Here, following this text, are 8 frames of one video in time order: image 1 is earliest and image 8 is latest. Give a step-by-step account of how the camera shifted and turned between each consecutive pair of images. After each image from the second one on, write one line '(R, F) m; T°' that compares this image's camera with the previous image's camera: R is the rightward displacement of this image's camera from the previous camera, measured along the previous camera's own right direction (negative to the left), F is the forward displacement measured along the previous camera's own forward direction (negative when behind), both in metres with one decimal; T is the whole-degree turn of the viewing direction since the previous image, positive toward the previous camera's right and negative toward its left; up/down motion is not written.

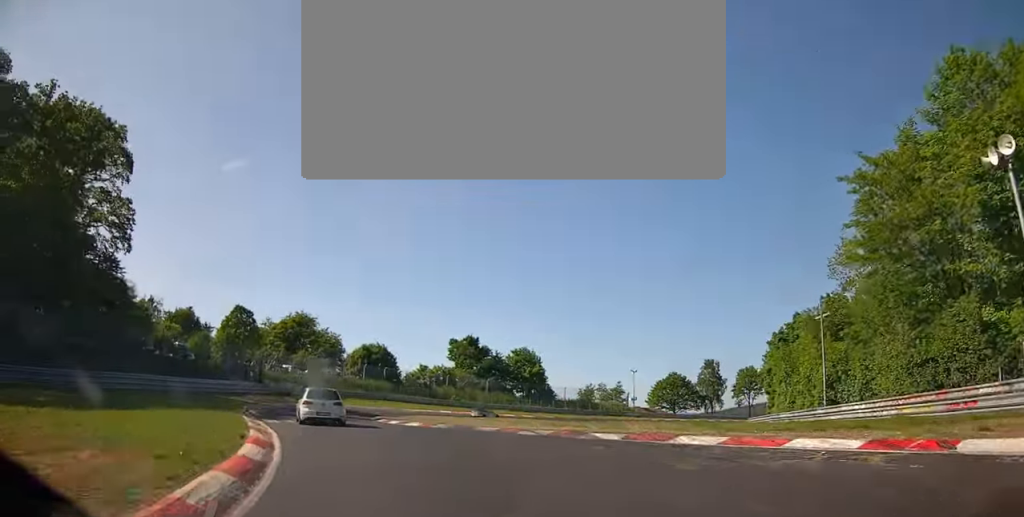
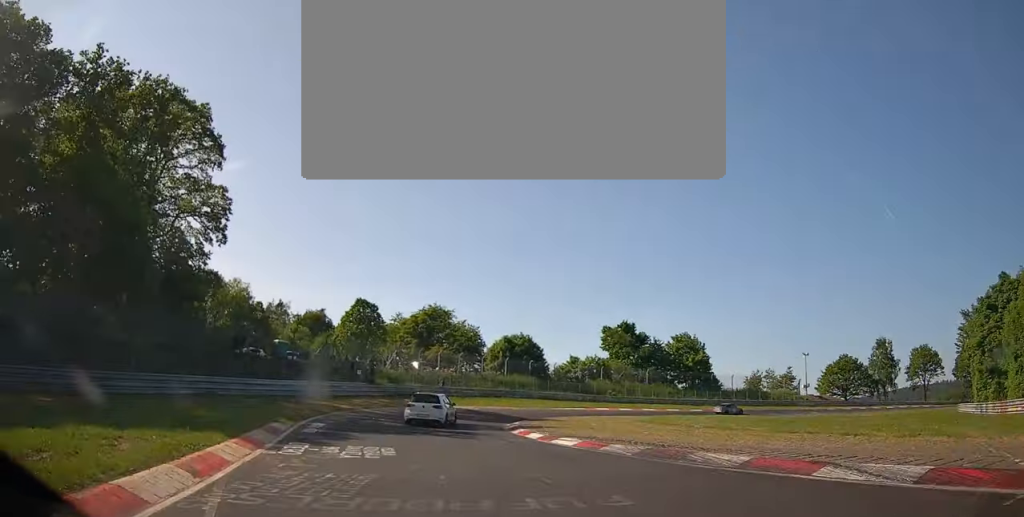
(-1.1, +11.5) m; -5°
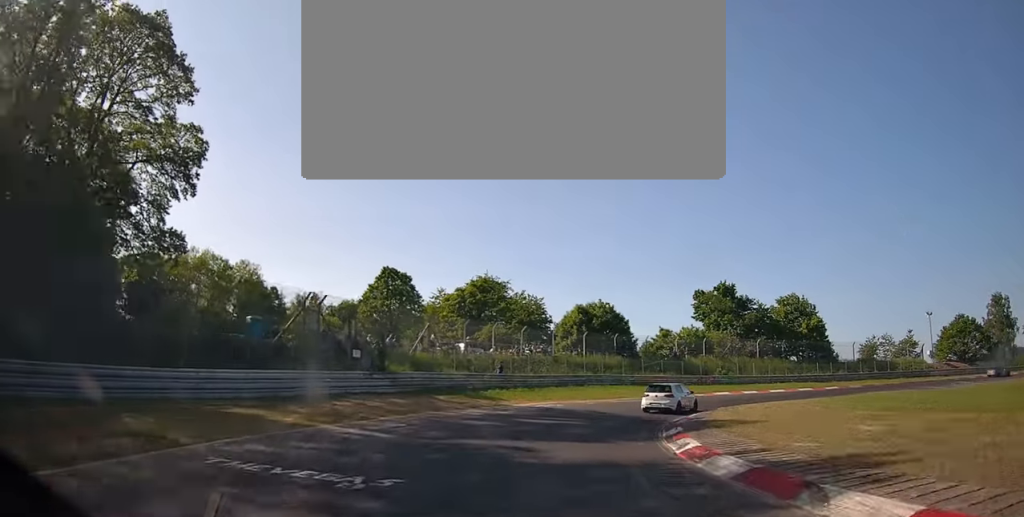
(-0.1, +19.1) m; +6°
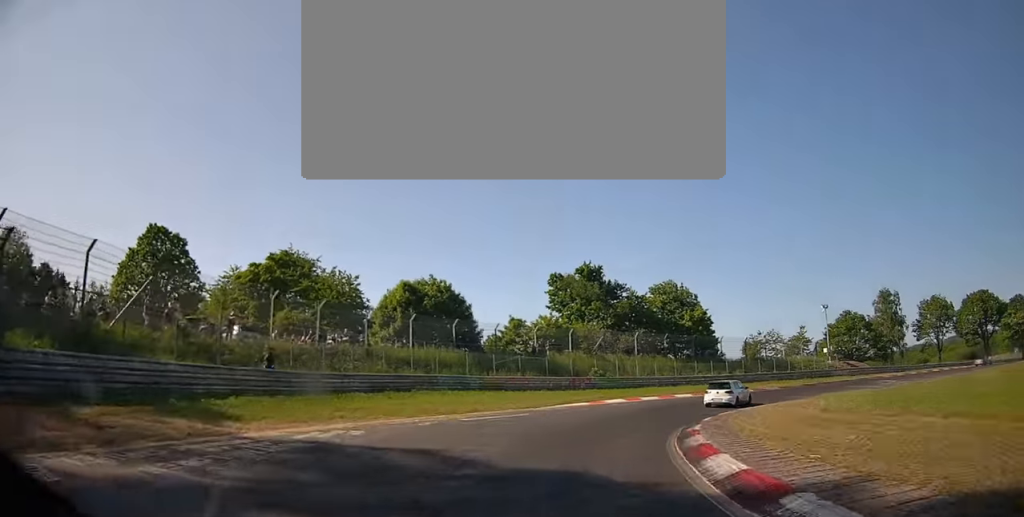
(+1.2, +15.7) m; +15°
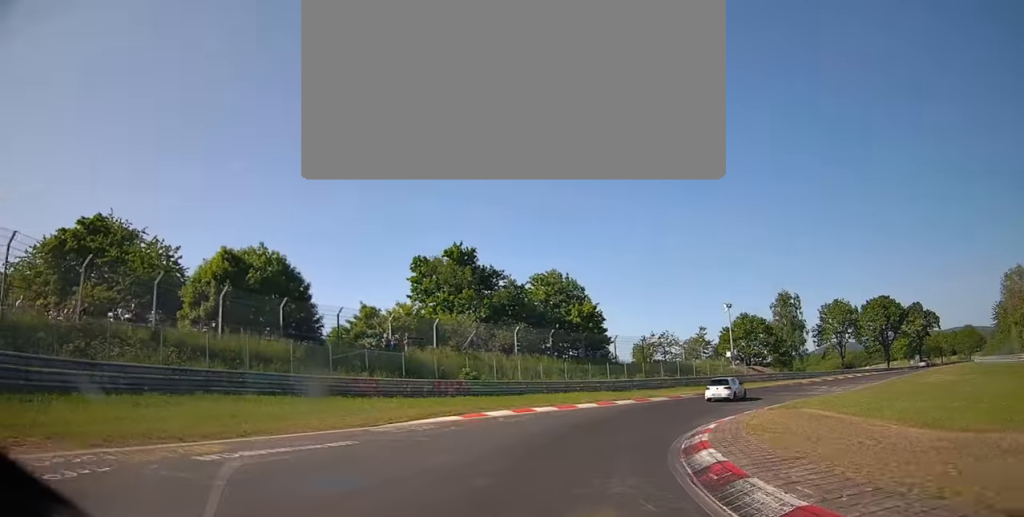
(+0.8, +10.6) m; +16°
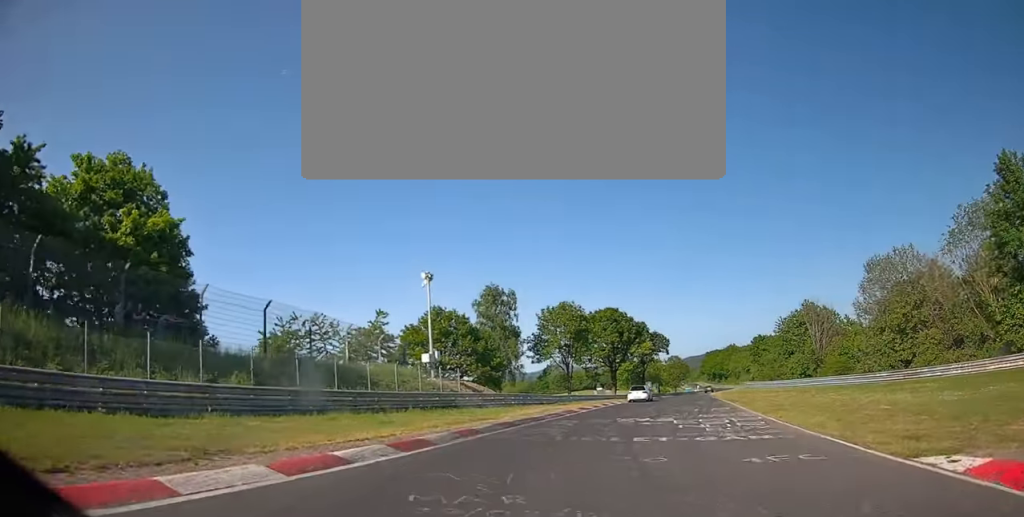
(+11.2, +28.1) m; +36°
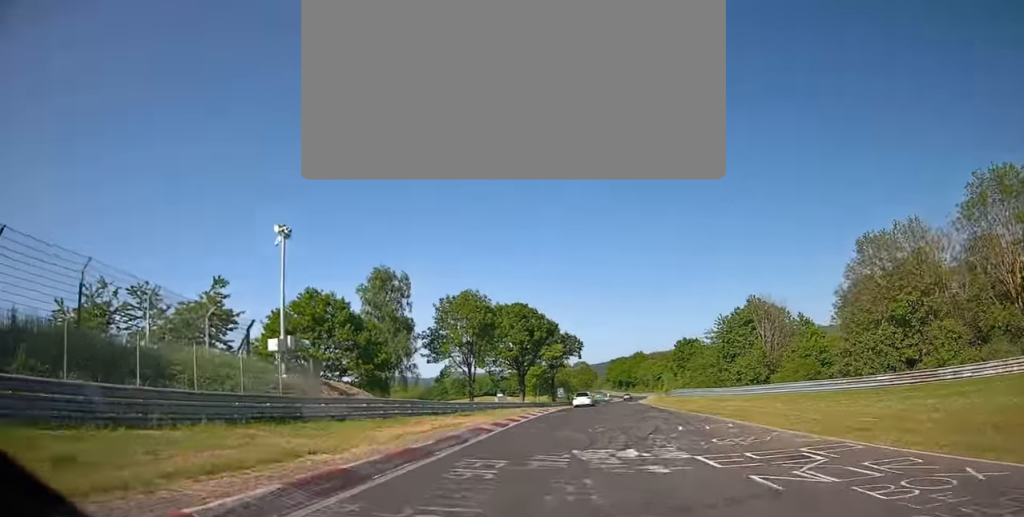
(+1.2, +12.8) m; +6°
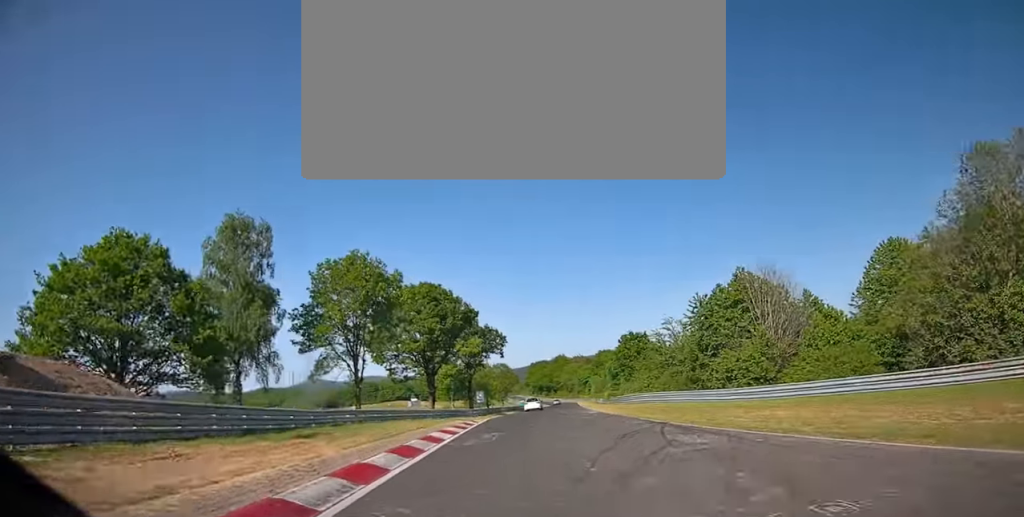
(+1.3, +19.1) m; +5°
